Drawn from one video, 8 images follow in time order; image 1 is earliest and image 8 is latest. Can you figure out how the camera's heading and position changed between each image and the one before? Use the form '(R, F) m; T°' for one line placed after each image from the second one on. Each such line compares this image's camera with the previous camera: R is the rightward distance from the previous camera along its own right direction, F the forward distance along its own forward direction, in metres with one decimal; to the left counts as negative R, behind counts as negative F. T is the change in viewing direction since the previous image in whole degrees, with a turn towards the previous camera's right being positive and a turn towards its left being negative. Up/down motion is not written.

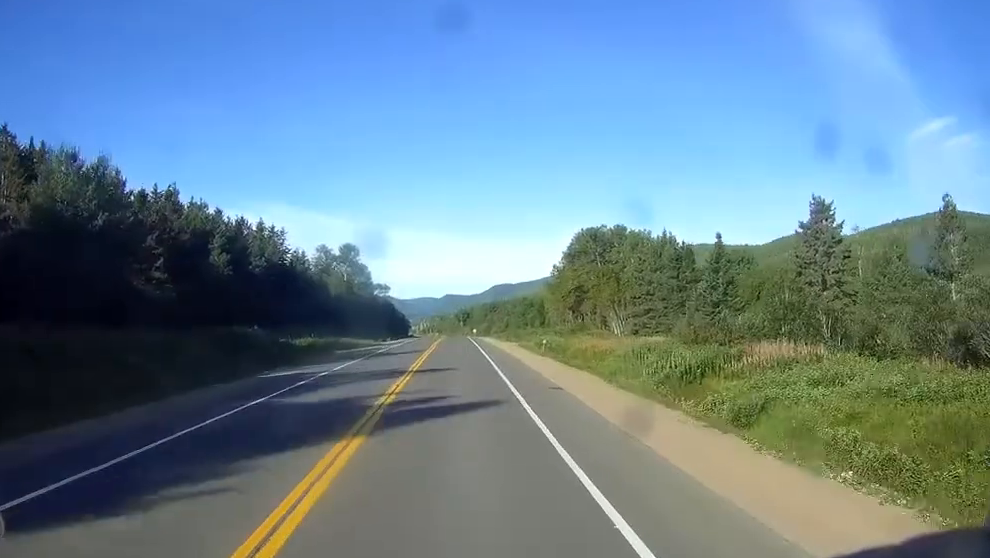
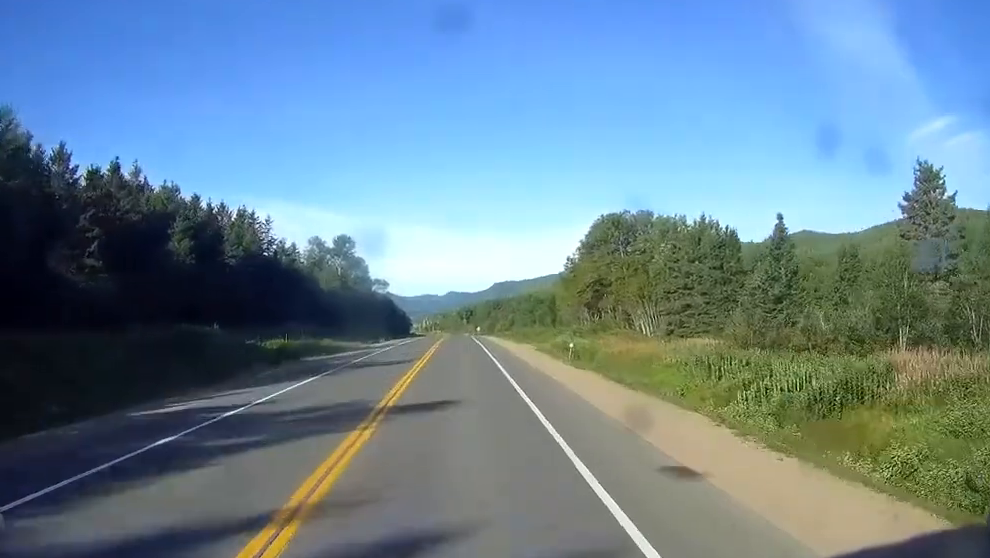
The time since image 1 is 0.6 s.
(+0.1, +15.8) m; +1°
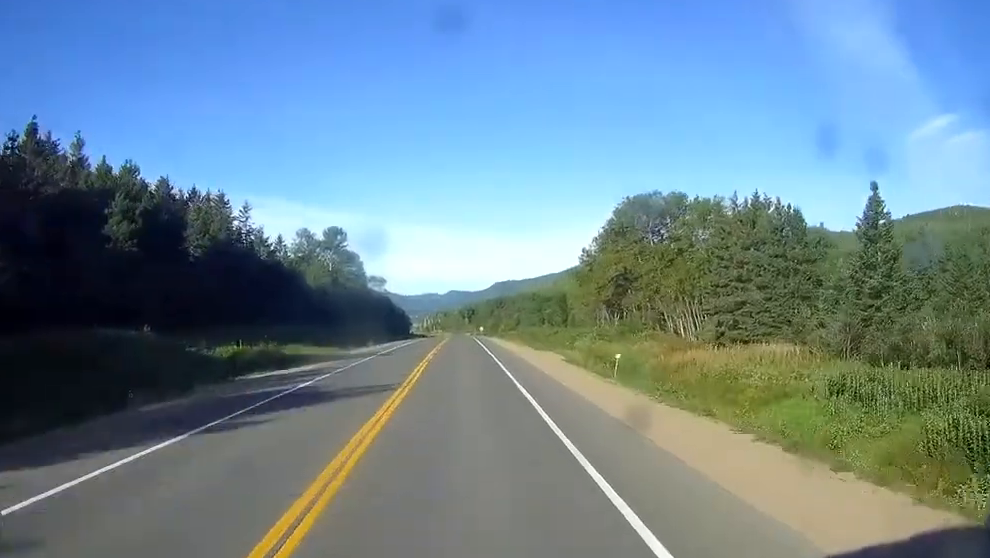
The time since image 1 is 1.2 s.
(+0.1, +16.7) m; 0°
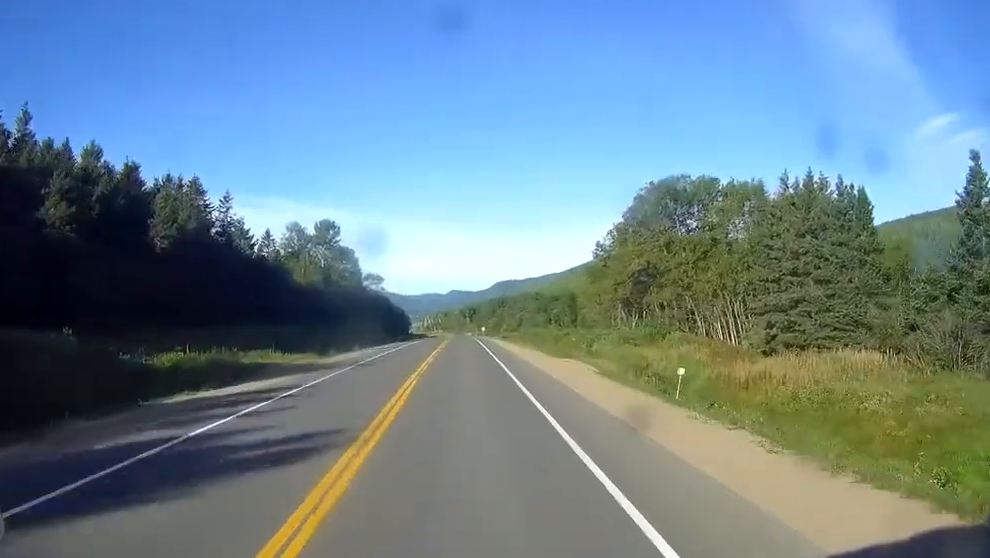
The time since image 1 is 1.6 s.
(0.0, +12.1) m; 0°
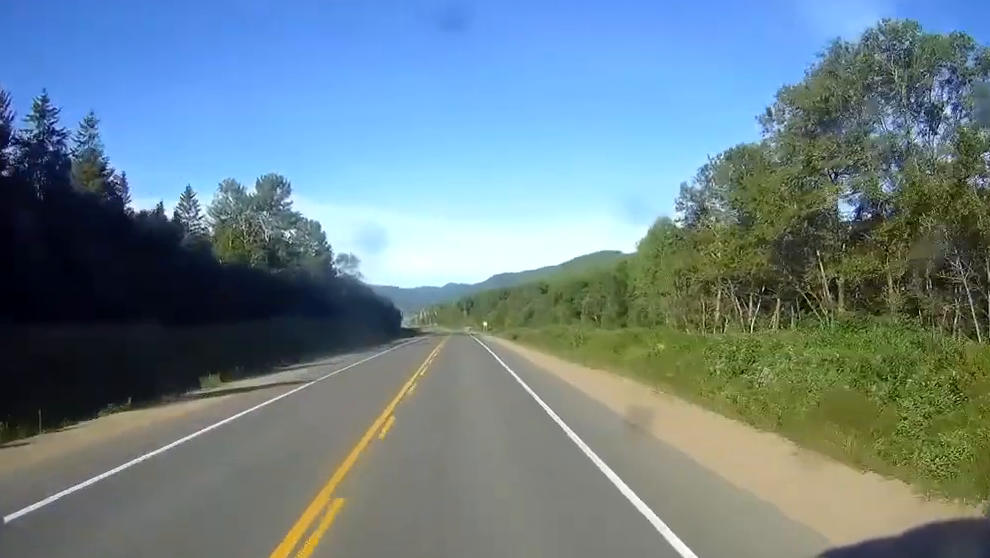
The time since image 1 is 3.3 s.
(-0.4, +47.4) m; -1°
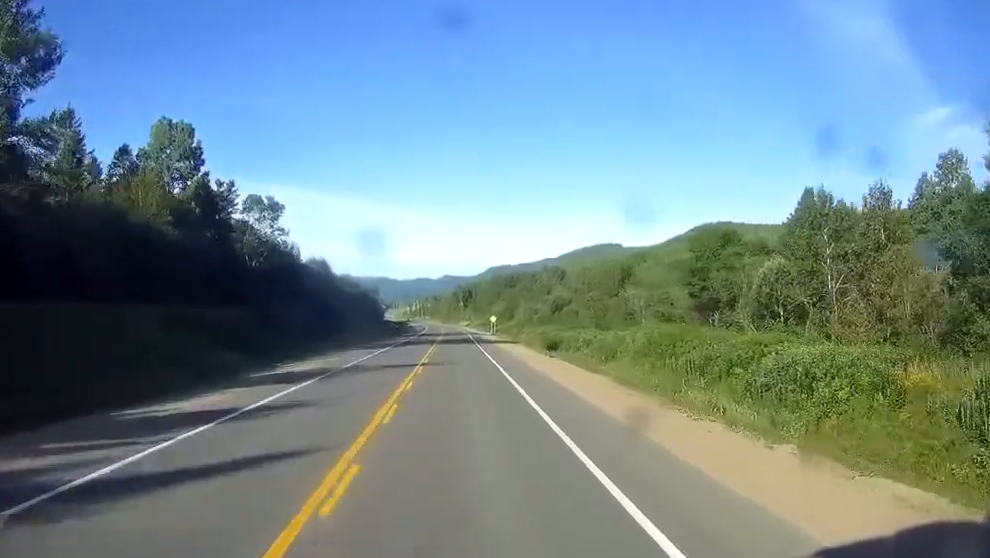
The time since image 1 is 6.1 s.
(-0.2, +78.4) m; 0°
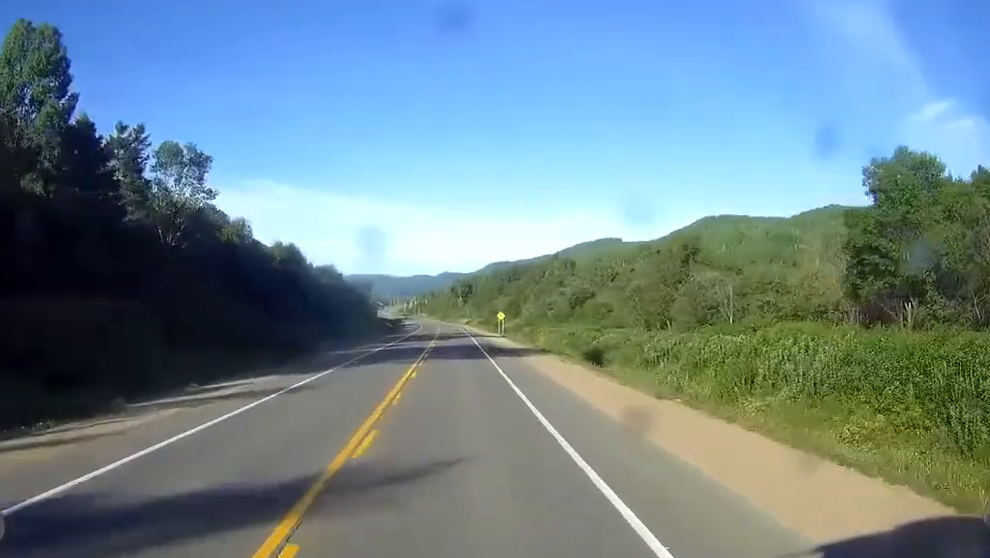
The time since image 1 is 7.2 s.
(0.0, +31.7) m; 0°
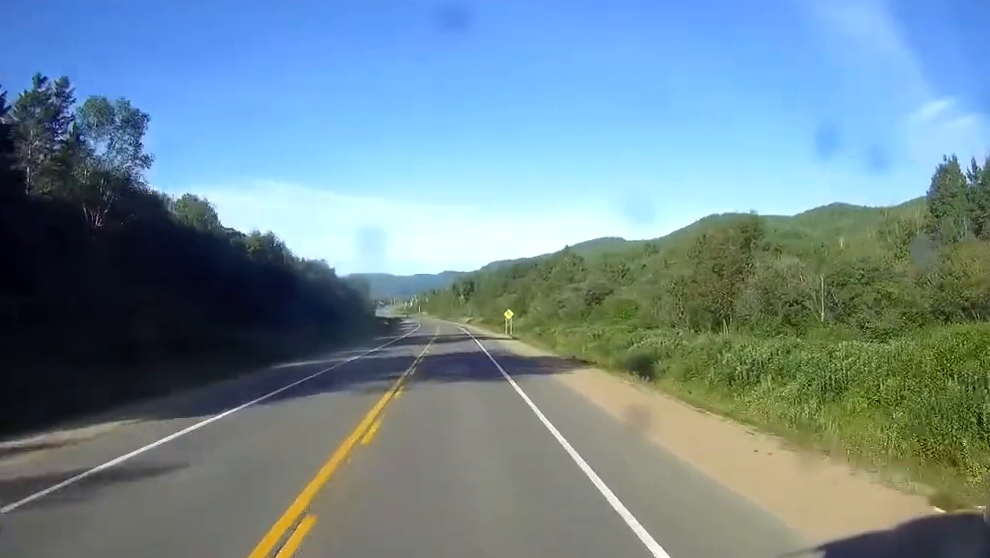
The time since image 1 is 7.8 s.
(0.0, +16.7) m; 0°
